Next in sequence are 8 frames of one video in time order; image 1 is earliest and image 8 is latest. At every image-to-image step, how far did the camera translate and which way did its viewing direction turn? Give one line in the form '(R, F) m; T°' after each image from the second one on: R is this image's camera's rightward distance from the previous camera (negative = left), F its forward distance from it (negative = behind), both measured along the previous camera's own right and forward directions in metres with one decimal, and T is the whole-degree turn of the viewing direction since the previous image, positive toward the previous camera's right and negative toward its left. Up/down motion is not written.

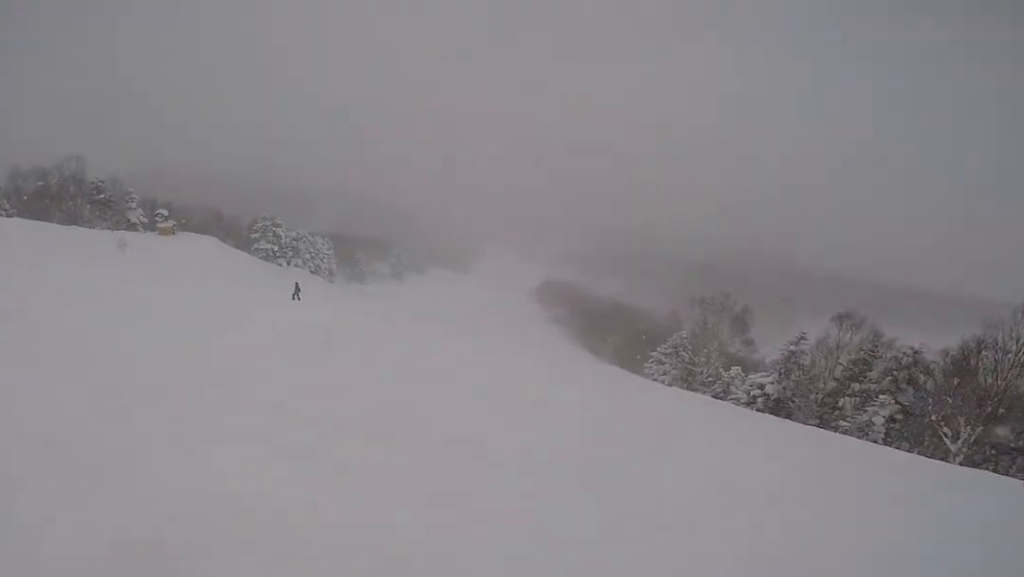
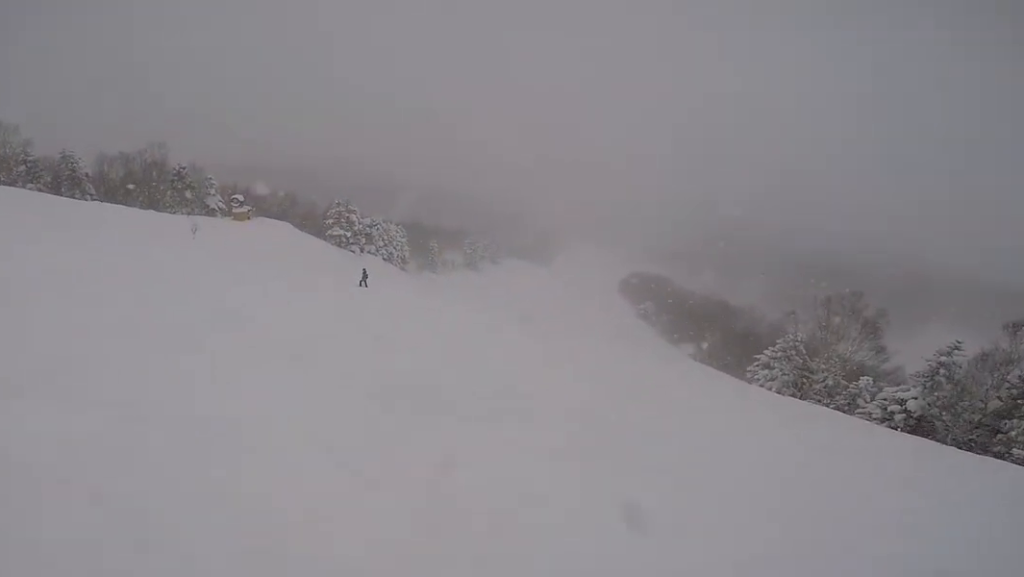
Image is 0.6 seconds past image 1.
(-0.7, +2.3) m; -21°
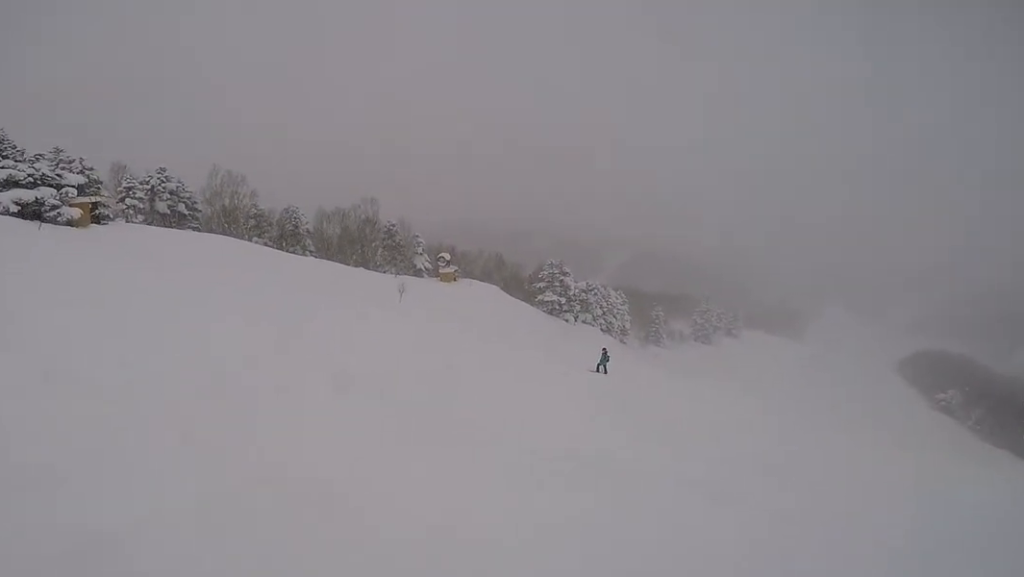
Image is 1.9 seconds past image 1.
(-2.2, +5.7) m; -29°
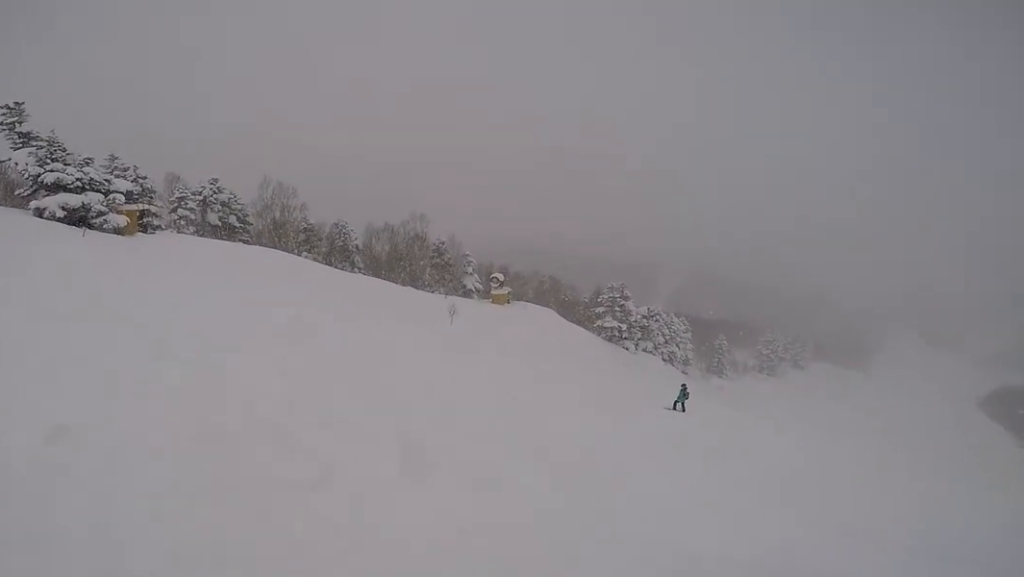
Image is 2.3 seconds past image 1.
(-0.1, +1.9) m; -1°
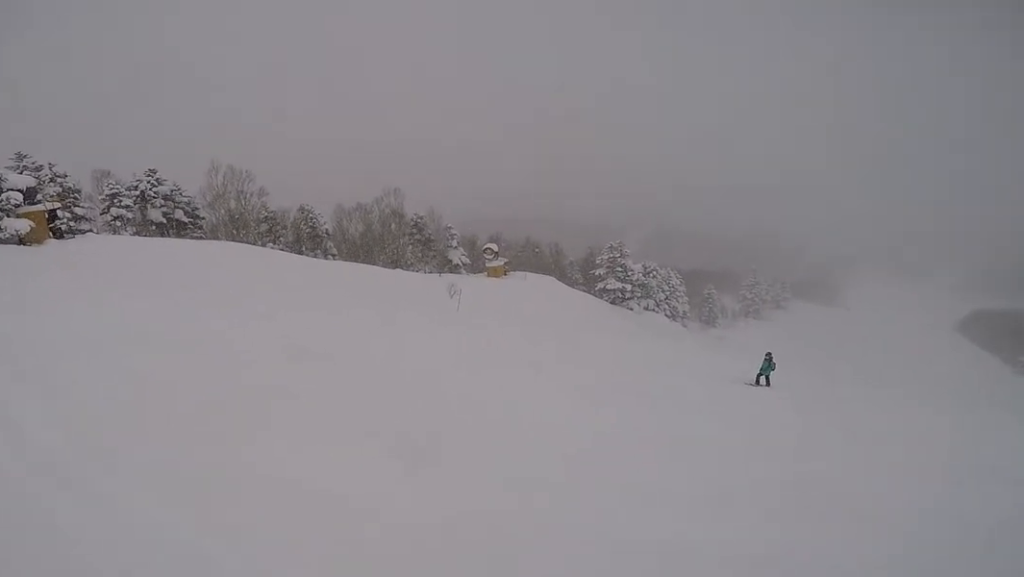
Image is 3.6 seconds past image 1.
(+0.4, +5.5) m; +4°
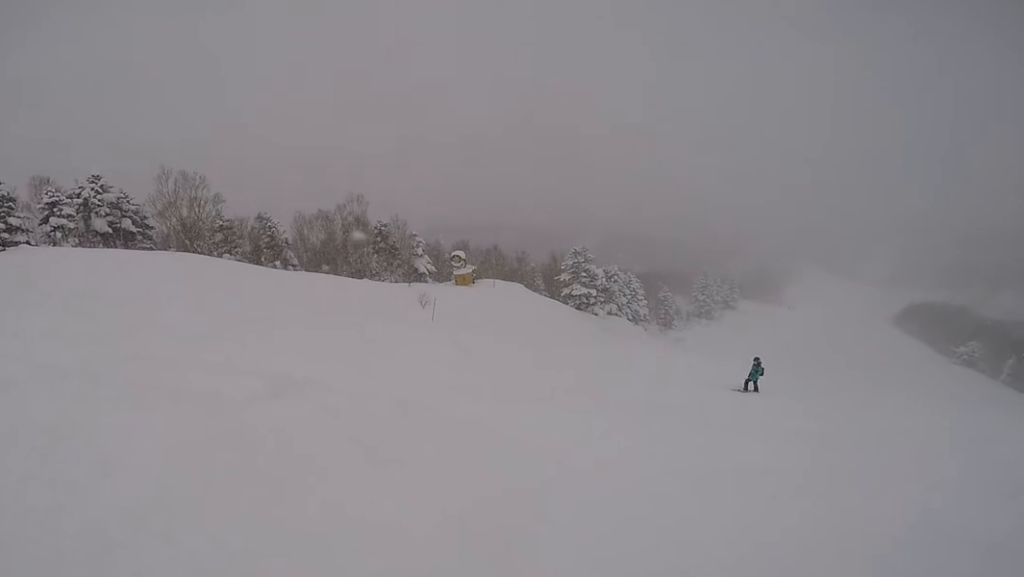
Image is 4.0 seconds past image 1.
(+0.4, +1.7) m; -3°
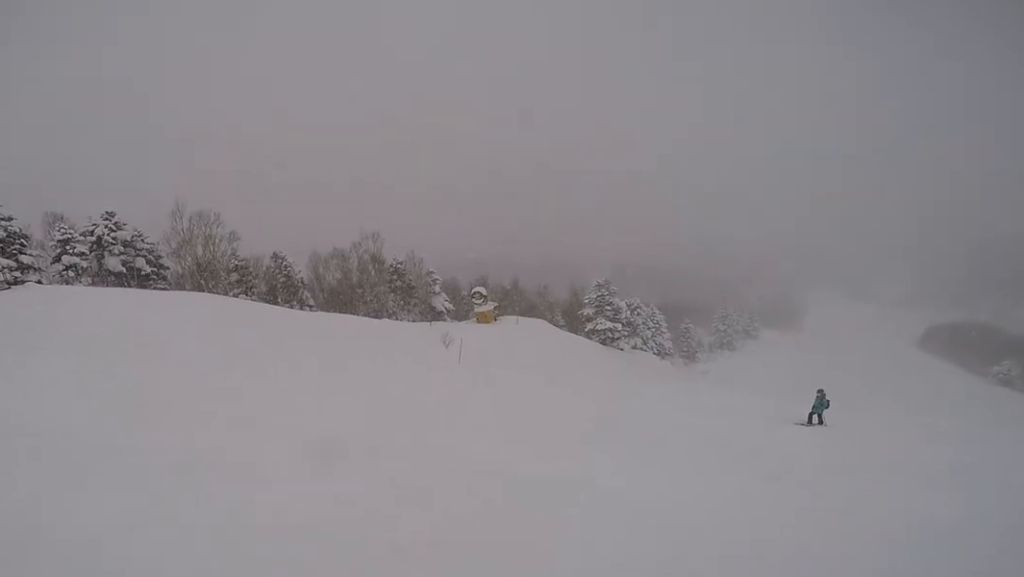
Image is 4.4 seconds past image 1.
(-0.2, +1.5) m; +2°
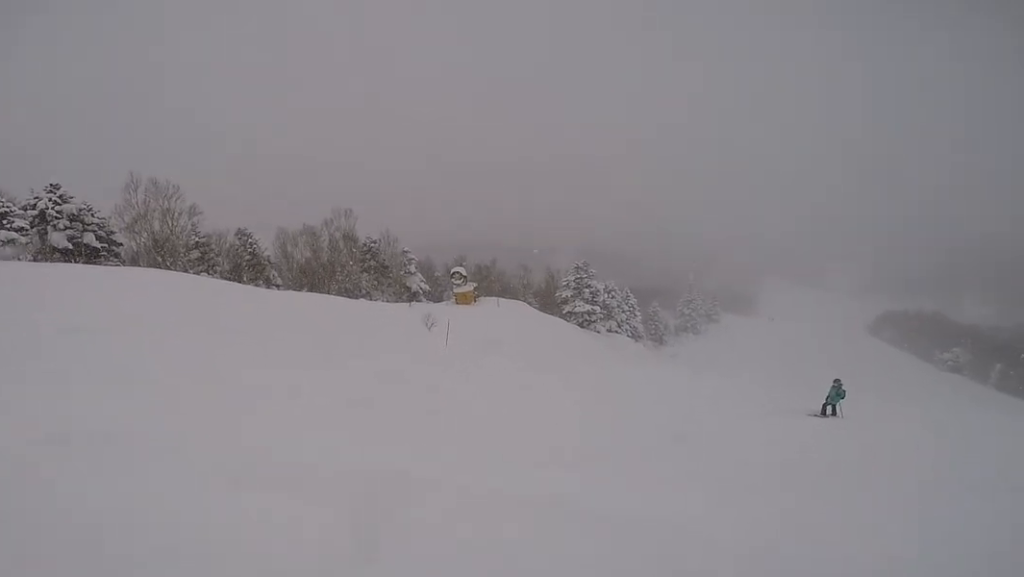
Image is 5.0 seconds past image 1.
(-0.7, +2.1) m; +4°
